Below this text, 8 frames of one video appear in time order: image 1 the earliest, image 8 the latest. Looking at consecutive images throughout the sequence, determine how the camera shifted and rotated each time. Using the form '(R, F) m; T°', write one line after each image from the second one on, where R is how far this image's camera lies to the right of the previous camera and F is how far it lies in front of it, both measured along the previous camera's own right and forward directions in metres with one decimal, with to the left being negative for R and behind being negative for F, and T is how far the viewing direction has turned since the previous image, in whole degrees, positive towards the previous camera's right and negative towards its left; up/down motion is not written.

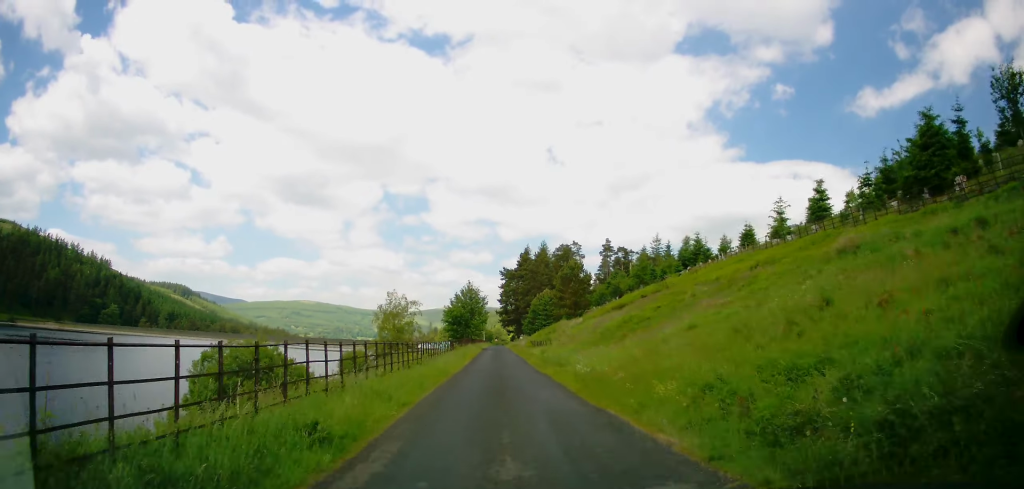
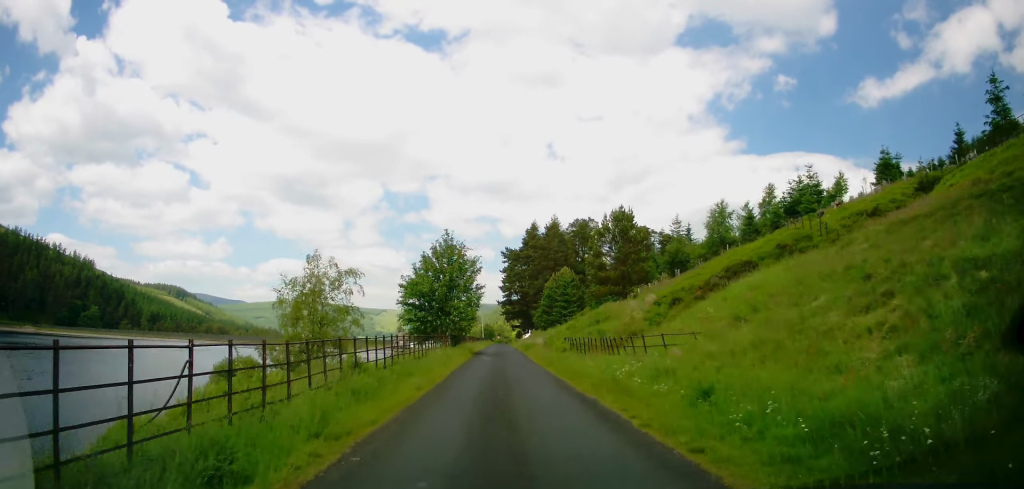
(+0.1, +29.3) m; -1°
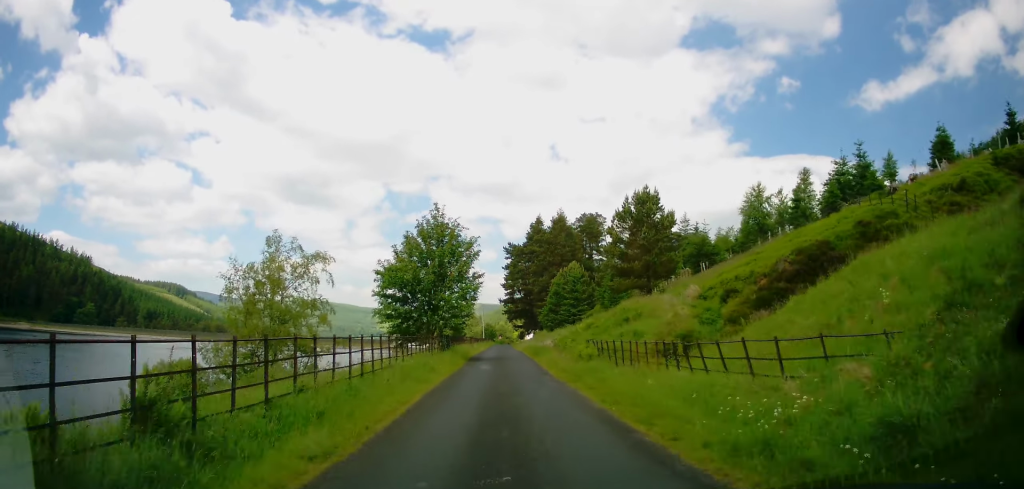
(0.0, +7.3) m; 0°
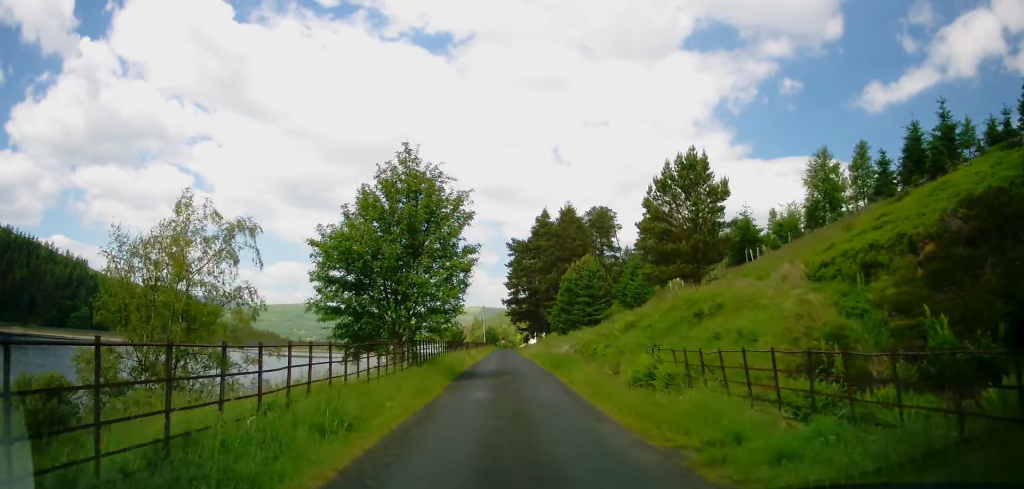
(-0.1, +9.8) m; 0°
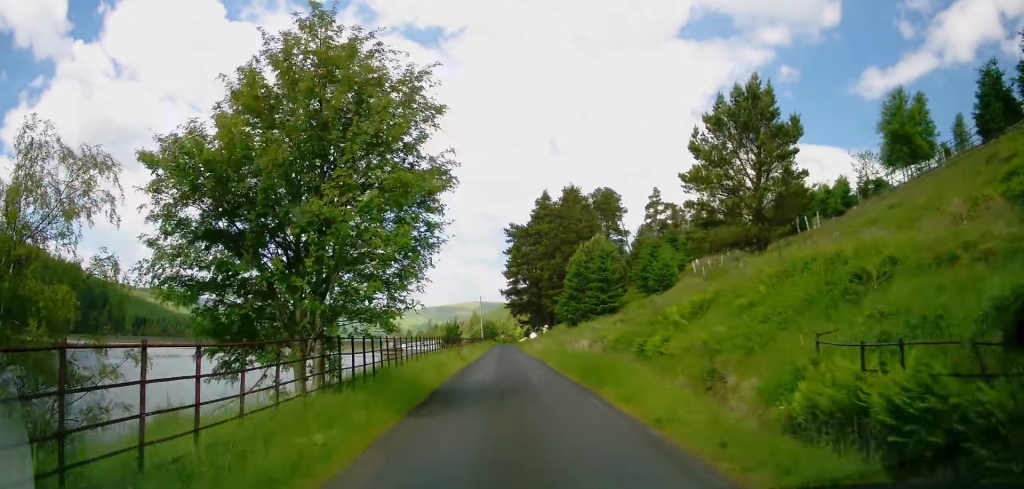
(+0.1, +8.7) m; 0°
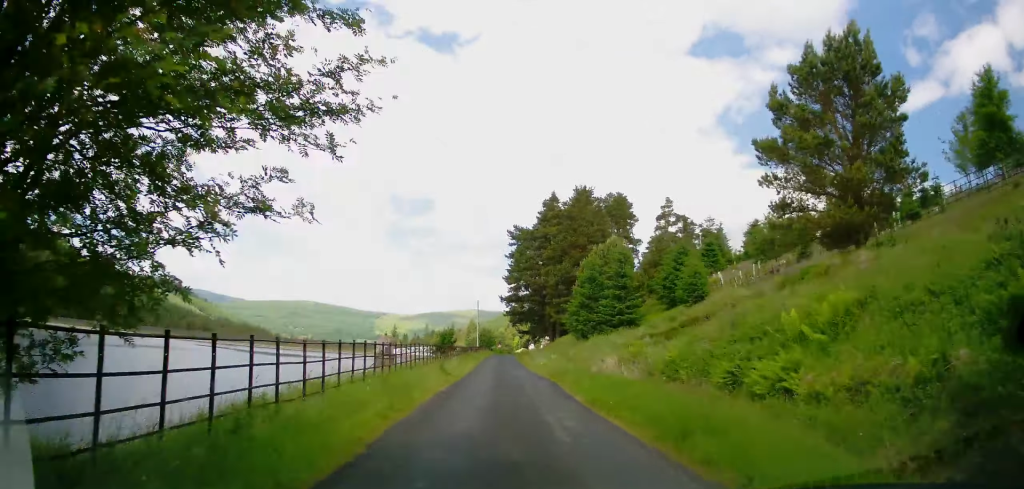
(+0.1, +7.1) m; 0°
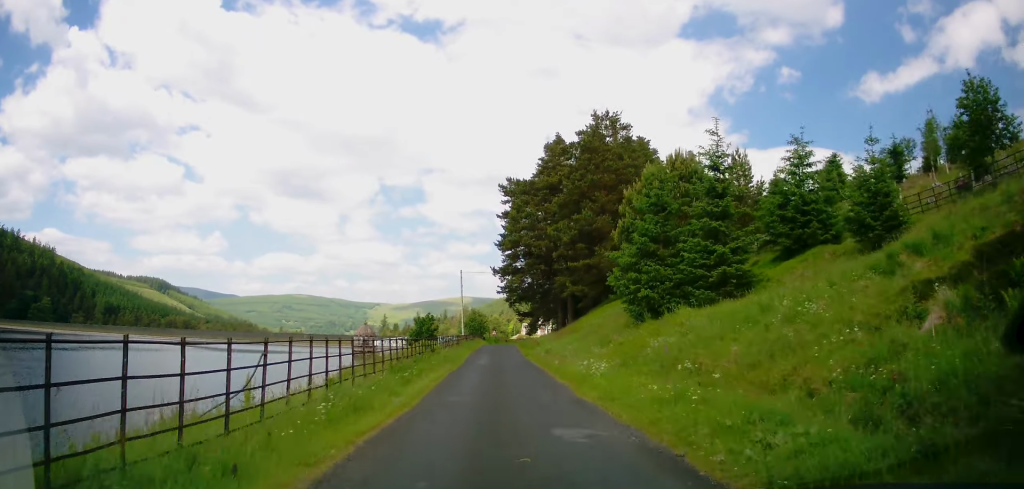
(-0.2, +20.9) m; 0°
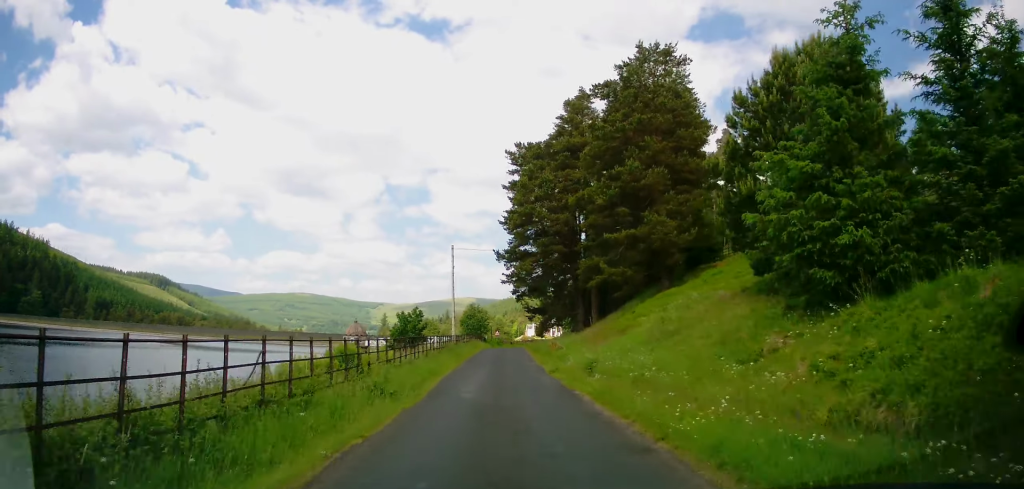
(+0.2, +14.1) m; +1°
